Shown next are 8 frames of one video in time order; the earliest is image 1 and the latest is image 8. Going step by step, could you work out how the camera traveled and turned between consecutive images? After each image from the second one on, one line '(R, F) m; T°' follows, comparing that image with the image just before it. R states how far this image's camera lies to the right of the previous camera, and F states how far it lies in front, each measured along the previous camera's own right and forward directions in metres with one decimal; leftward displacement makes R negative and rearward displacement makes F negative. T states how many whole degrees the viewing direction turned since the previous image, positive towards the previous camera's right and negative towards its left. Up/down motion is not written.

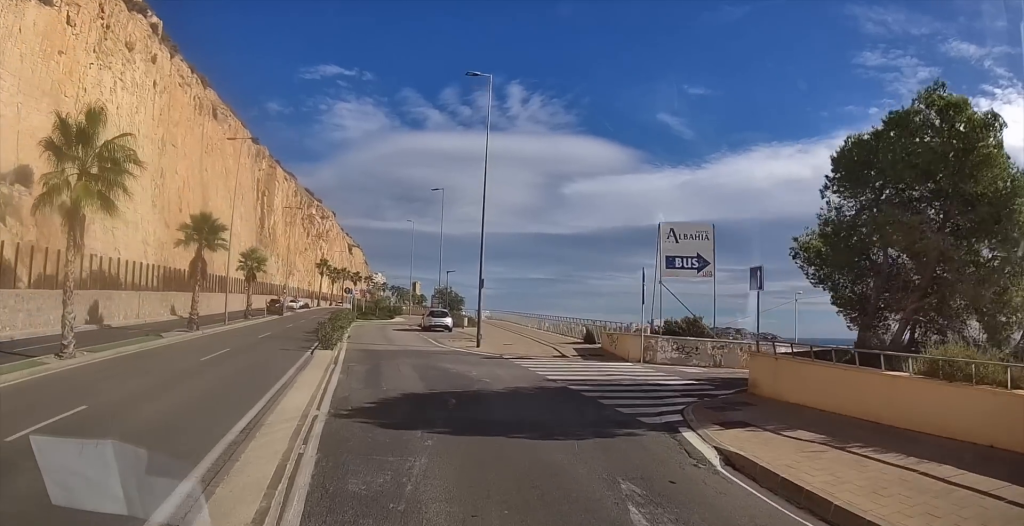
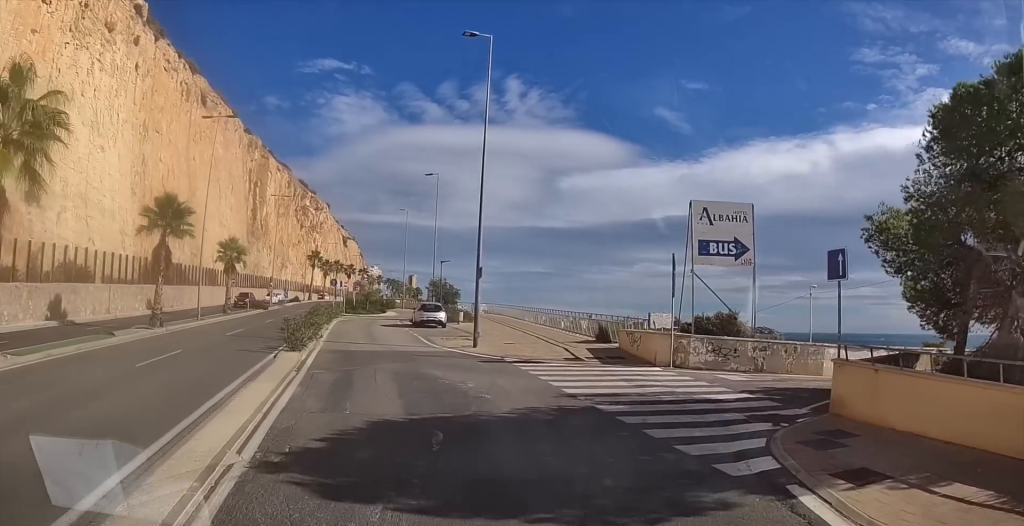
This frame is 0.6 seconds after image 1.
(+0.1, +4.1) m; +3°
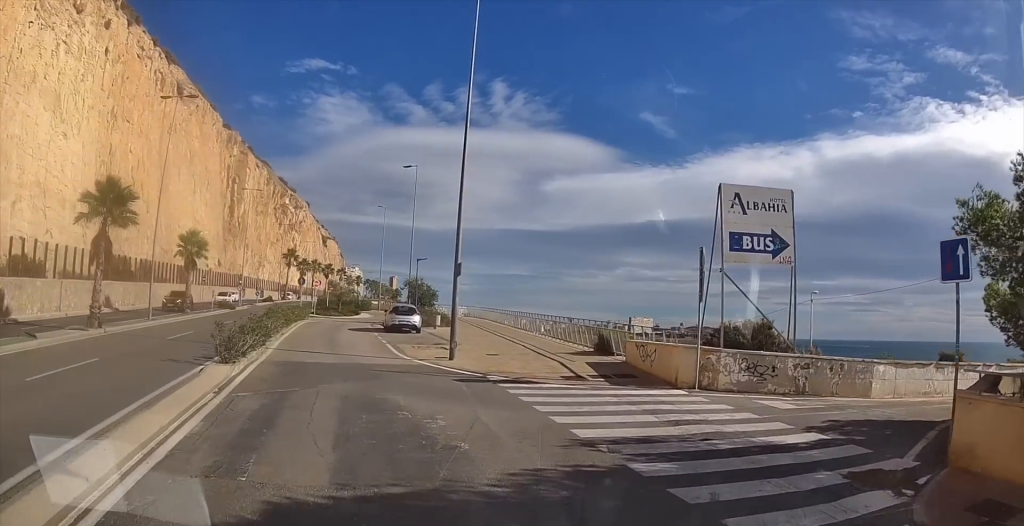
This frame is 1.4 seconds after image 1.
(+0.2, +4.6) m; +3°
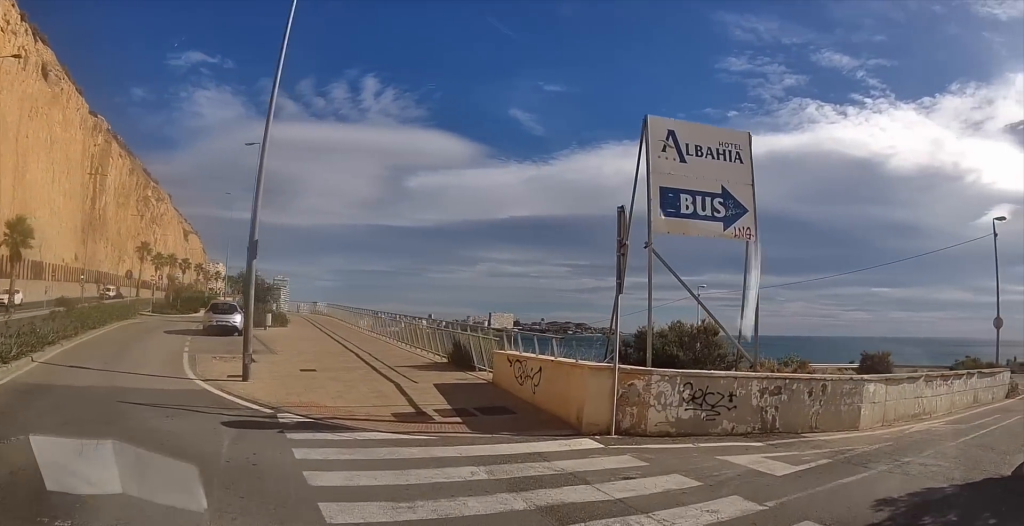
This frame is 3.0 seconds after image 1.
(+0.2, +7.8) m; +2°
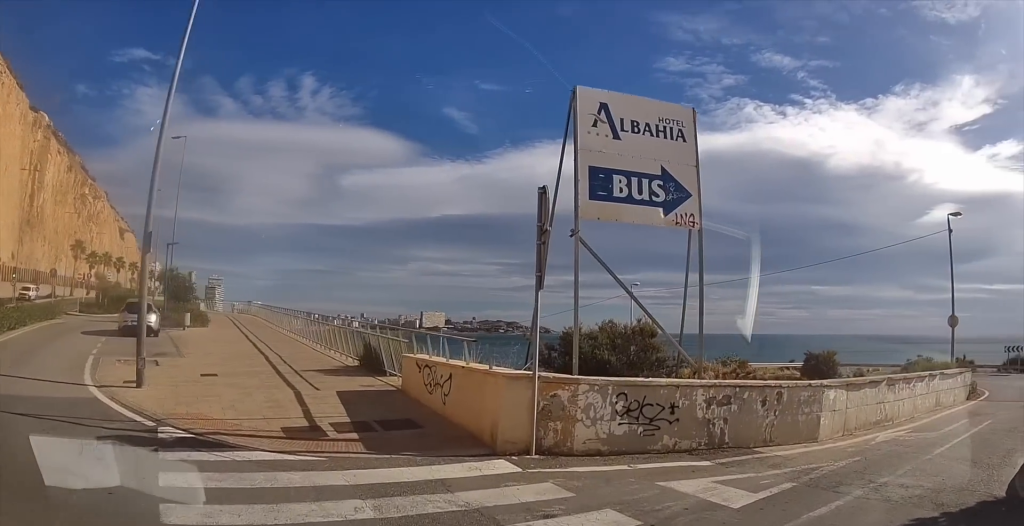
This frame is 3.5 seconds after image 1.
(0.0, +1.8) m; +5°
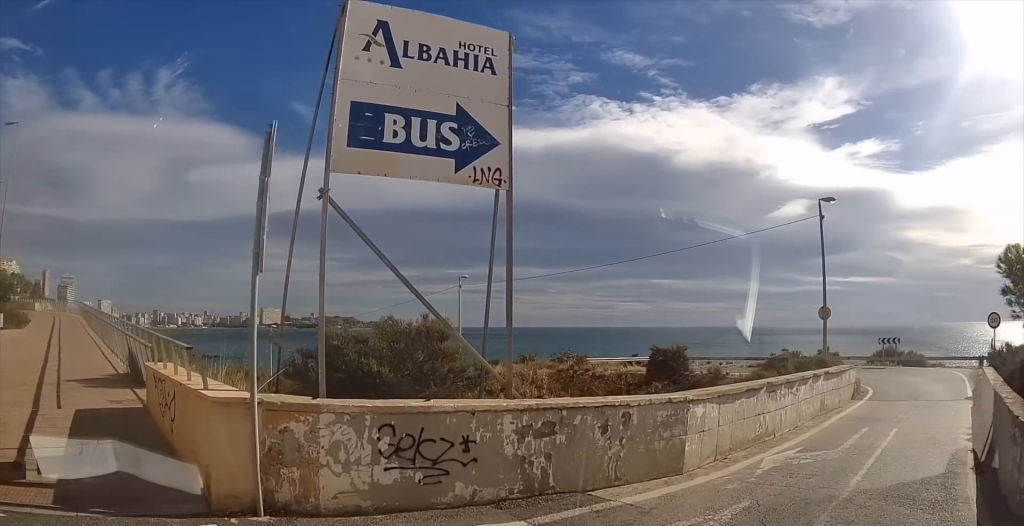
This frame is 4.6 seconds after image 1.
(+0.4, +3.2) m; +24°
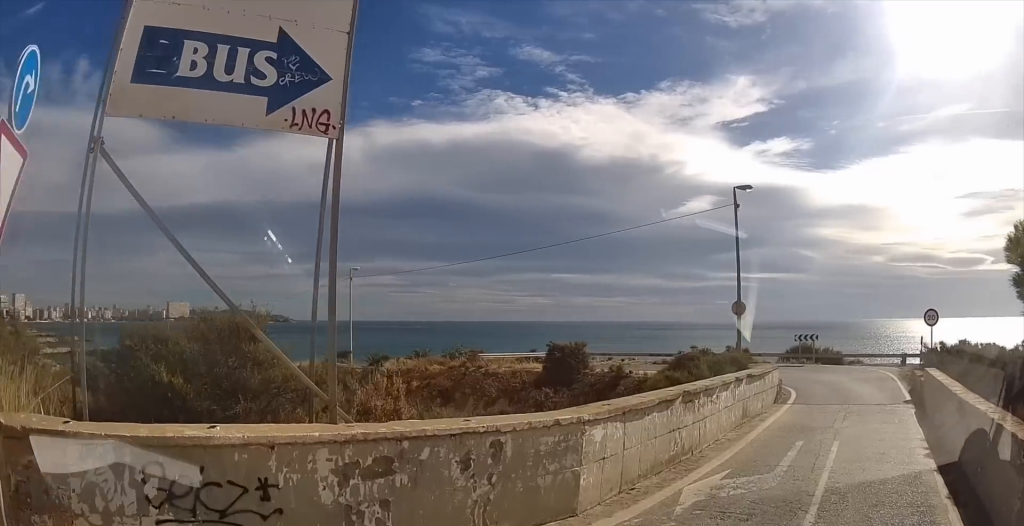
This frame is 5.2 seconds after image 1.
(+0.3, +1.8) m; +20°
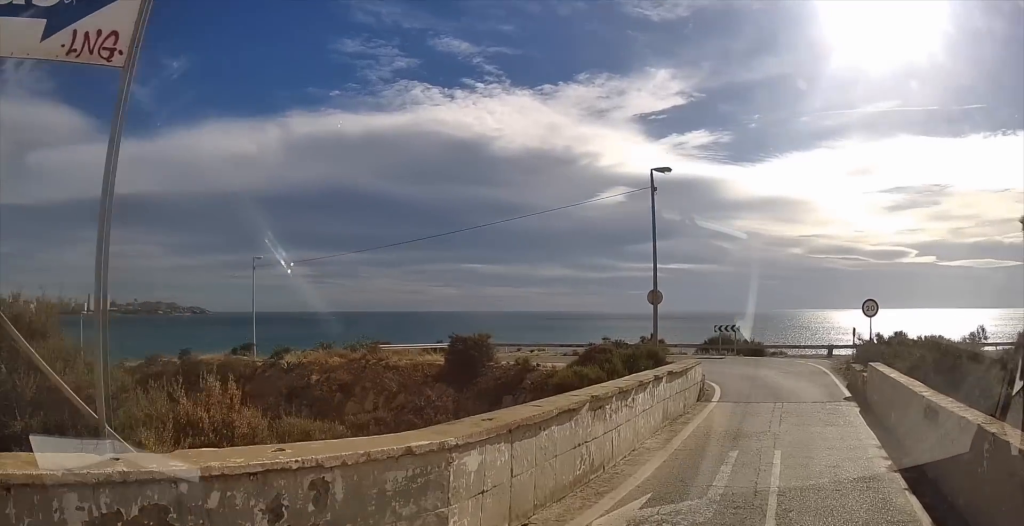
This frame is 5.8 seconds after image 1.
(+0.4, +1.6) m; +5°
